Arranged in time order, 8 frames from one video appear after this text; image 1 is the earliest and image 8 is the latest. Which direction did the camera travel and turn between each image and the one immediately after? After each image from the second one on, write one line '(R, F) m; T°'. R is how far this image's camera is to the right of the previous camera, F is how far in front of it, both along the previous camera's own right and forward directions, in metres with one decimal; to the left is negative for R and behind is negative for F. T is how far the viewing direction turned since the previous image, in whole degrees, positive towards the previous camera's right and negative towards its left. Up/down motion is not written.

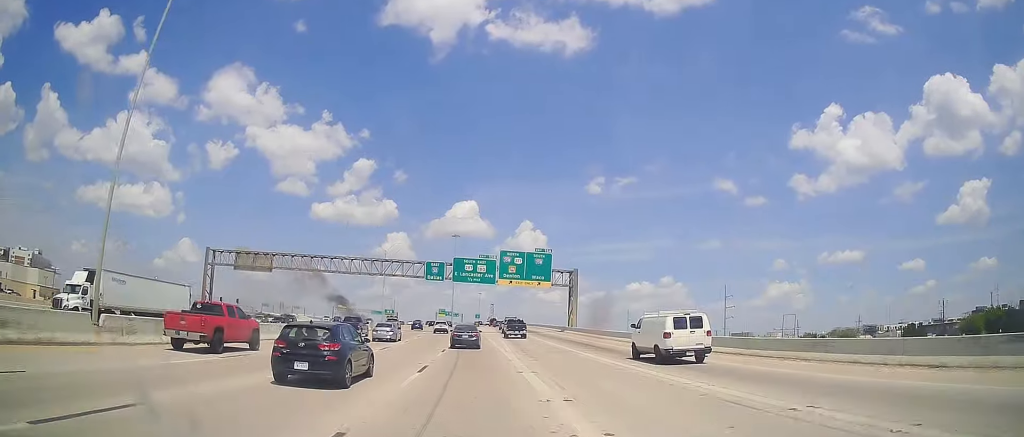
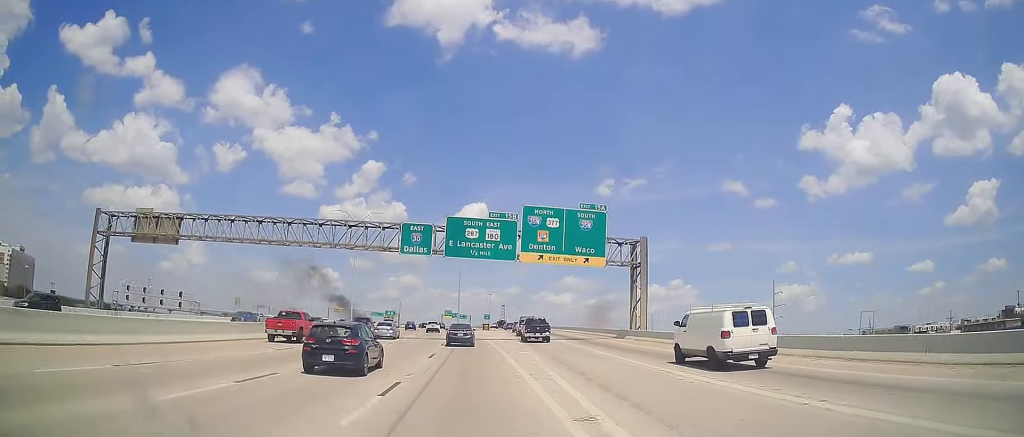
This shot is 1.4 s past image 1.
(-0.3, +29.6) m; -1°
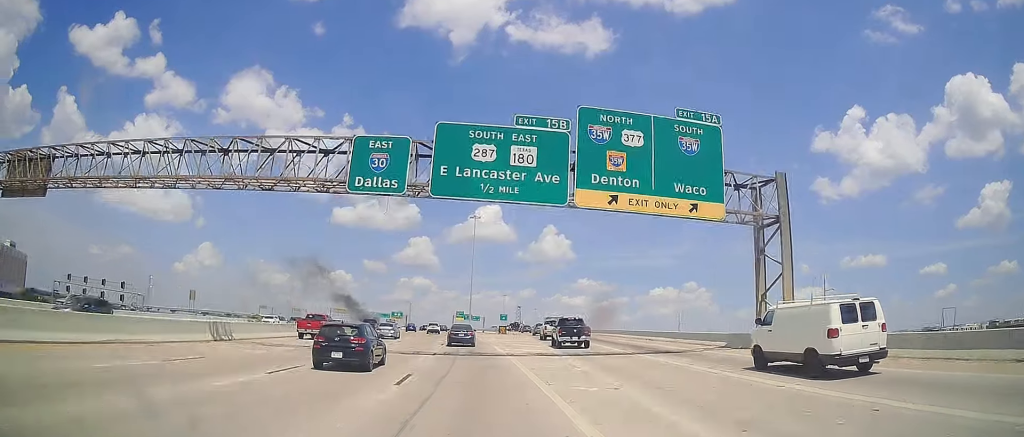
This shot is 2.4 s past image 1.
(-0.2, +22.7) m; -1°
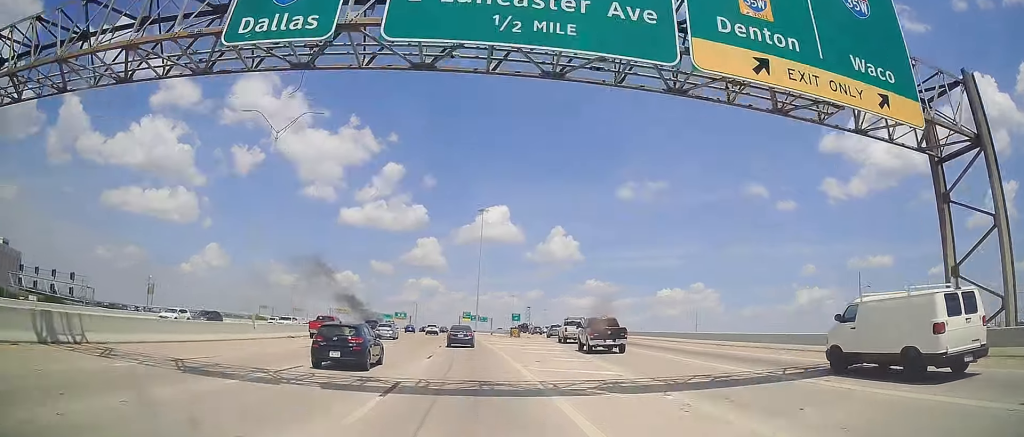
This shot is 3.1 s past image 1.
(-0.1, +14.2) m; -1°
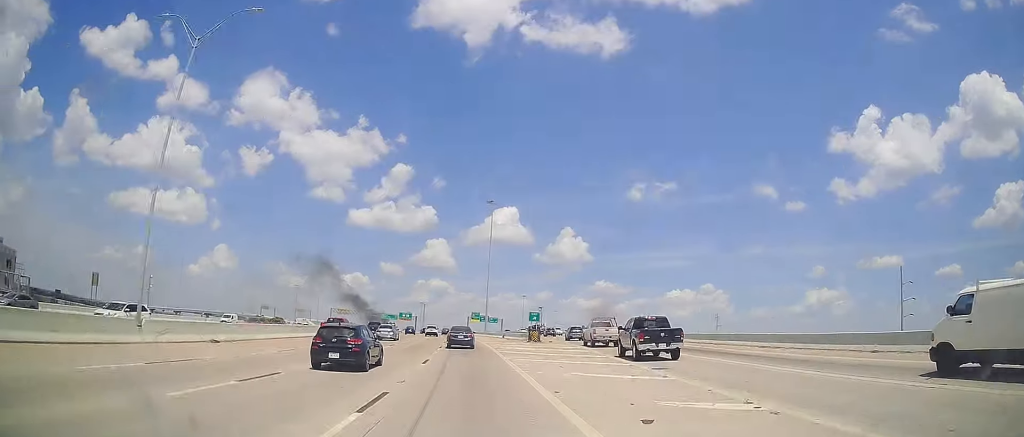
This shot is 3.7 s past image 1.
(0.0, +13.6) m; -1°
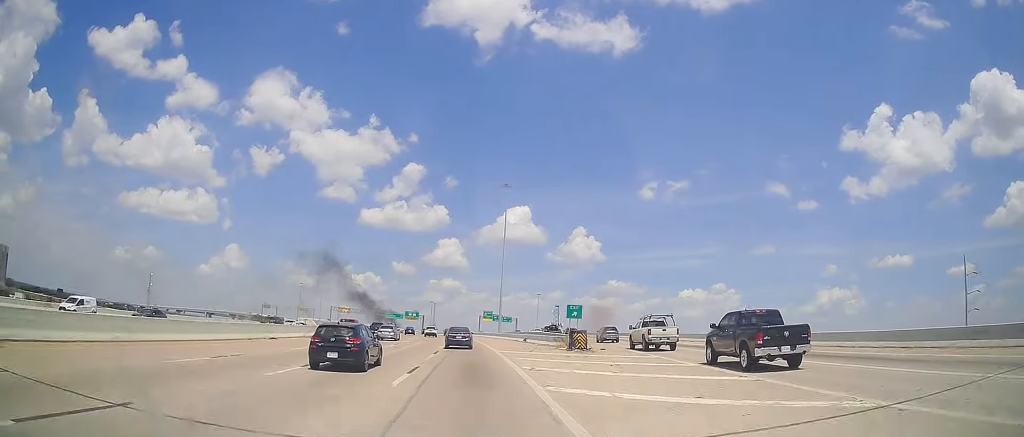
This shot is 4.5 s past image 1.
(-0.5, +19.2) m; -1°
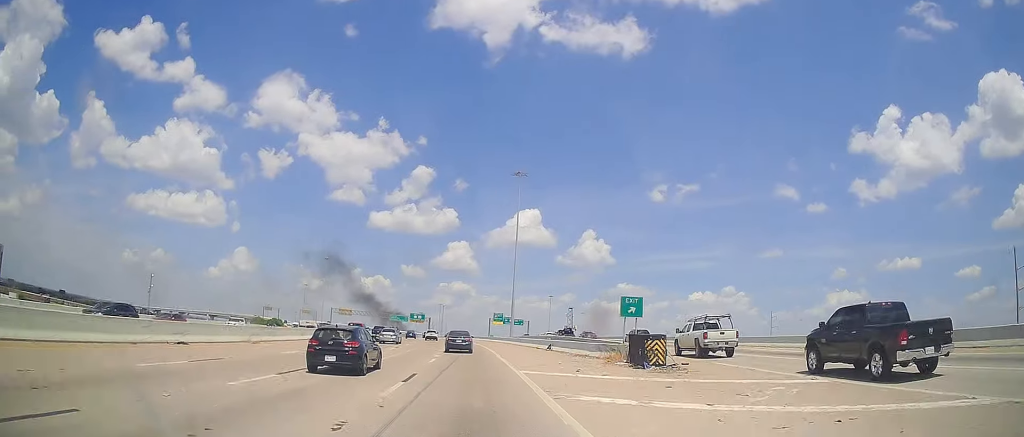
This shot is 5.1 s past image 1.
(-0.1, +14.0) m; -1°
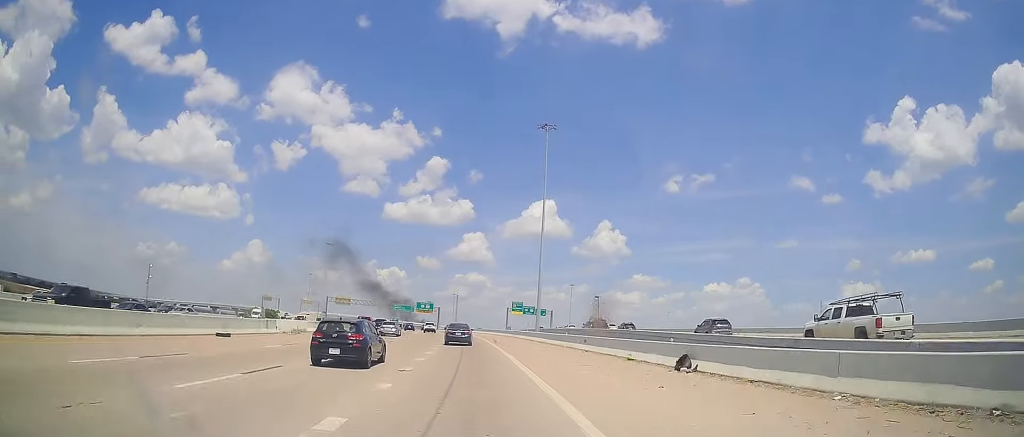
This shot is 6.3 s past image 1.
(-0.3, +27.2) m; -2°
